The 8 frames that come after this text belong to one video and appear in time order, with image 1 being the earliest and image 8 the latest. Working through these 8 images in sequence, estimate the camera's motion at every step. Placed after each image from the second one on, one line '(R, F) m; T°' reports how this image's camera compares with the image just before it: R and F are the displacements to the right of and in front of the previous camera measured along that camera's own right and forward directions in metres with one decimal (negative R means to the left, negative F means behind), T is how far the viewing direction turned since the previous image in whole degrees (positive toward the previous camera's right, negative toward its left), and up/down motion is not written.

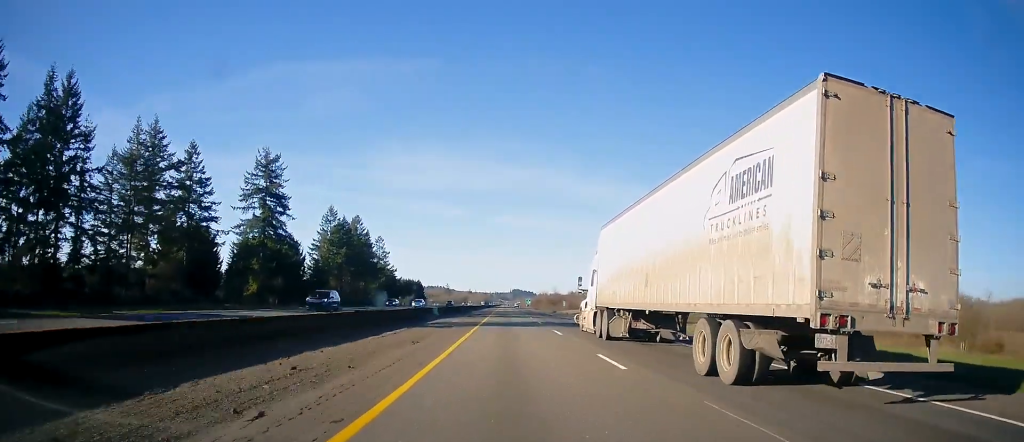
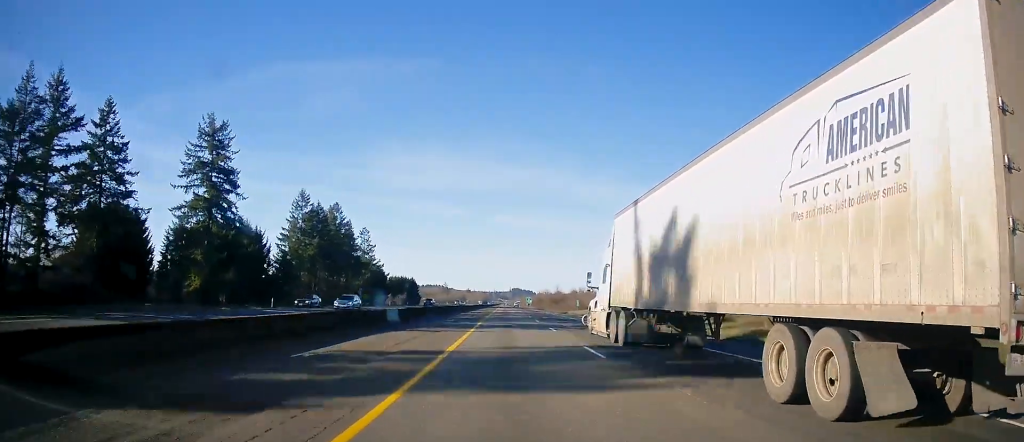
(-0.4, +22.3) m; 0°
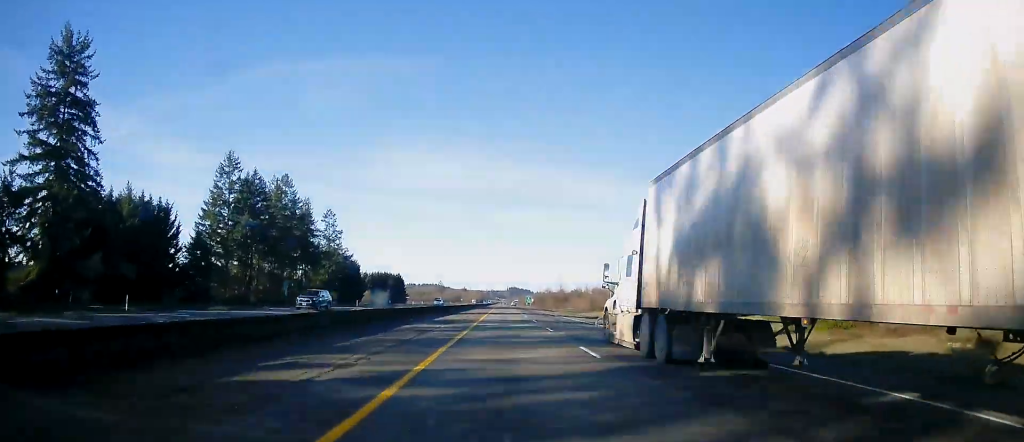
(+0.6, +36.9) m; 0°
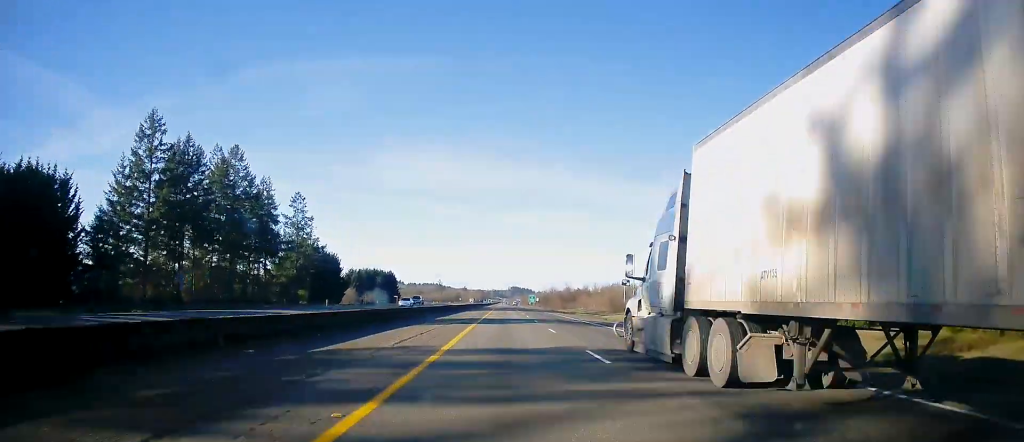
(-0.2, +25.8) m; -1°
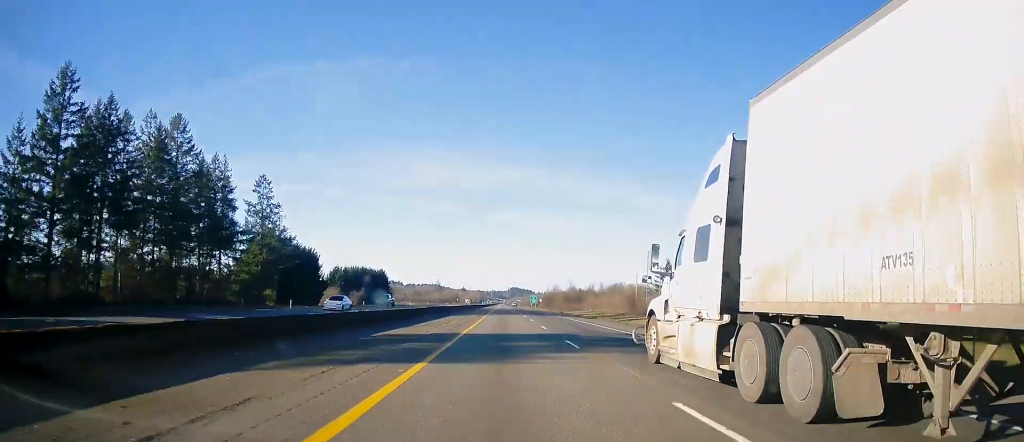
(0.0, +20.2) m; 0°
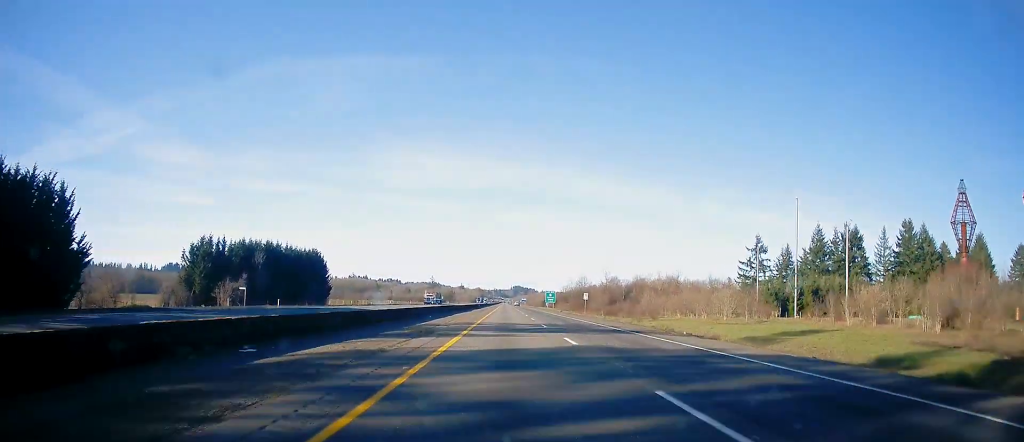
(+0.6, +97.0) m; 0°
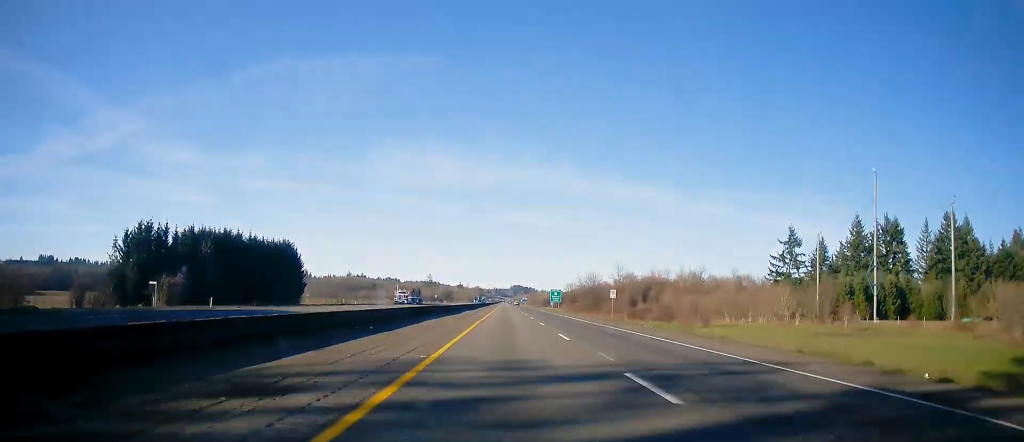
(-0.1, +22.3) m; 0°
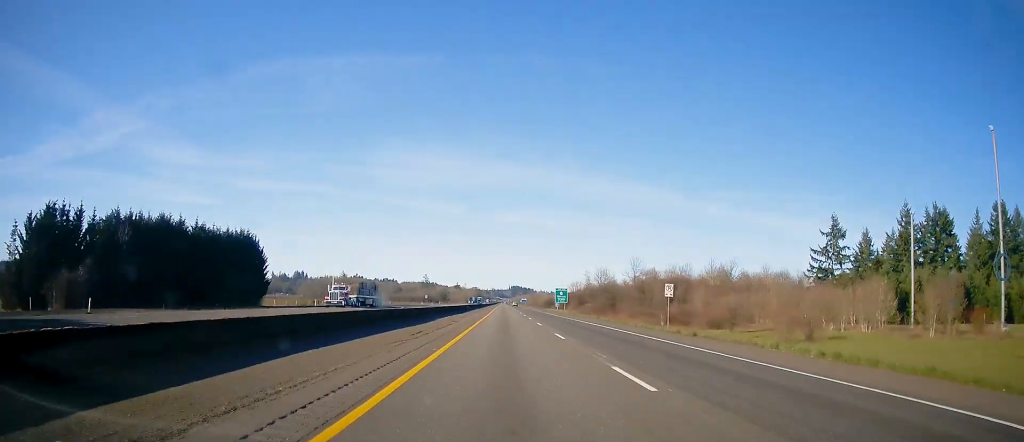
(-0.3, +23.4) m; 0°
